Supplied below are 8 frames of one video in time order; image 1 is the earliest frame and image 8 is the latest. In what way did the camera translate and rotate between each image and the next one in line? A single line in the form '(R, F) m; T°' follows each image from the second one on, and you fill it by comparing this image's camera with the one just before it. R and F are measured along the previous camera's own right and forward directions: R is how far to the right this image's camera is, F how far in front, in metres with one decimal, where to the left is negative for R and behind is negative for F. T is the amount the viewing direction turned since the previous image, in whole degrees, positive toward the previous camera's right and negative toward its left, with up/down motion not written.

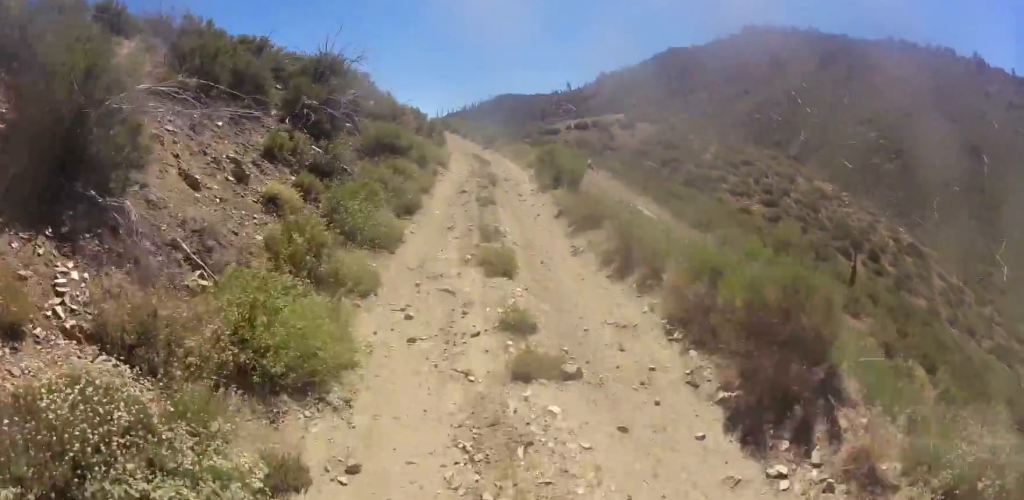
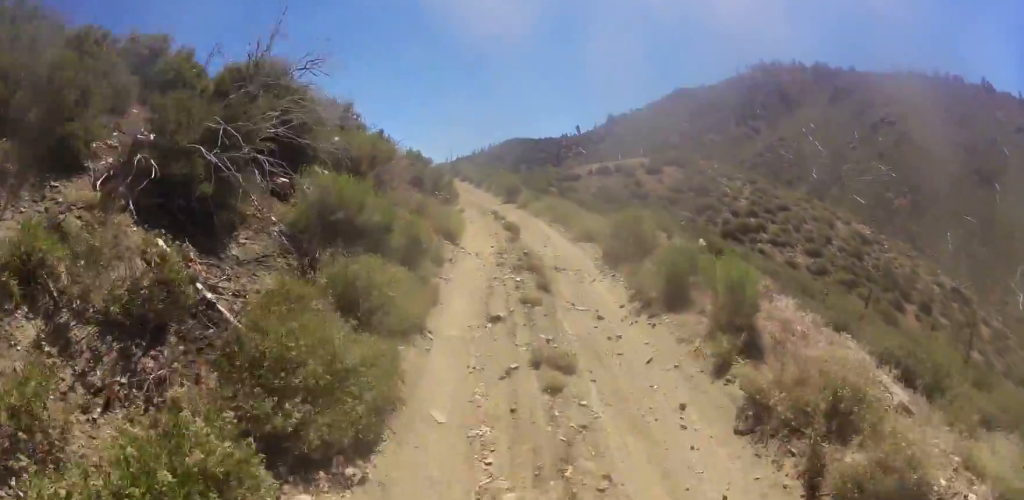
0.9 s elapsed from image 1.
(0.0, +6.8) m; 0°
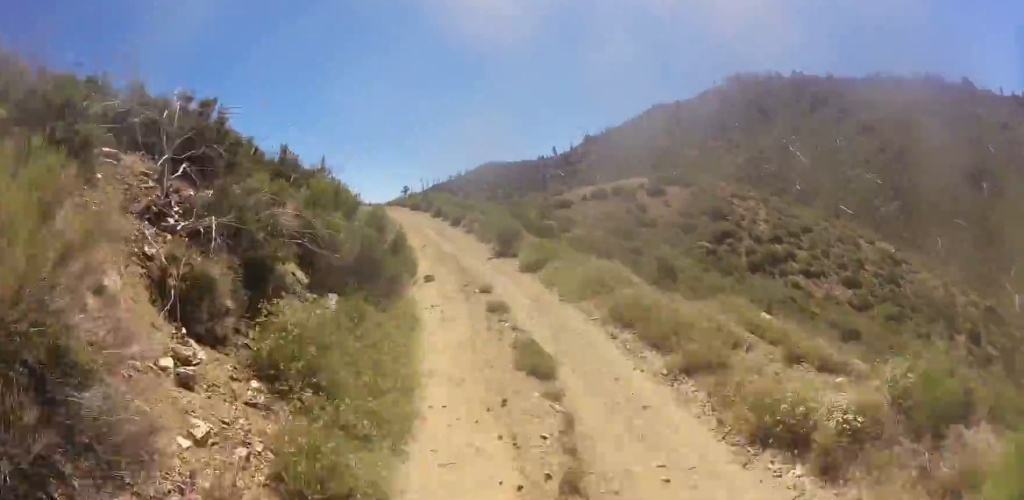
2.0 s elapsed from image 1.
(0.0, +8.9) m; 0°
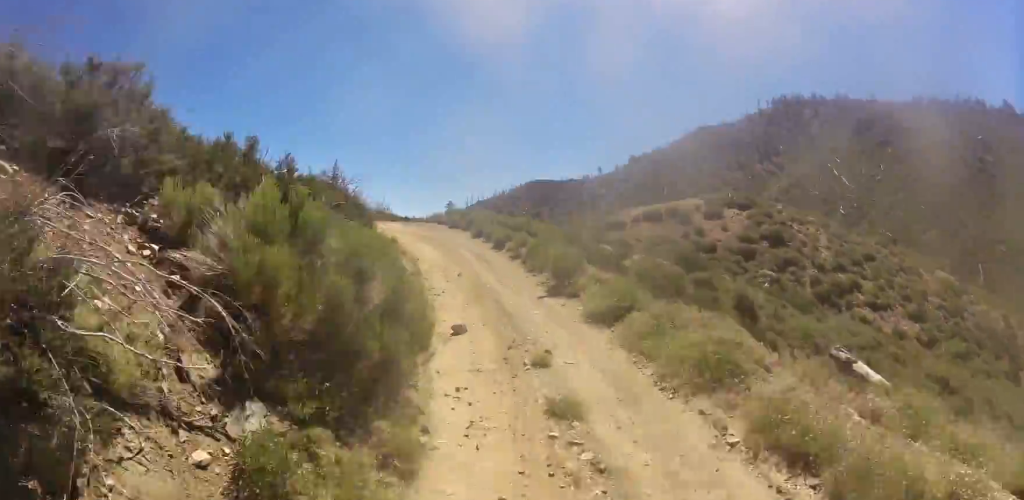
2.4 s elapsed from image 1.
(0.0, +3.8) m; 0°
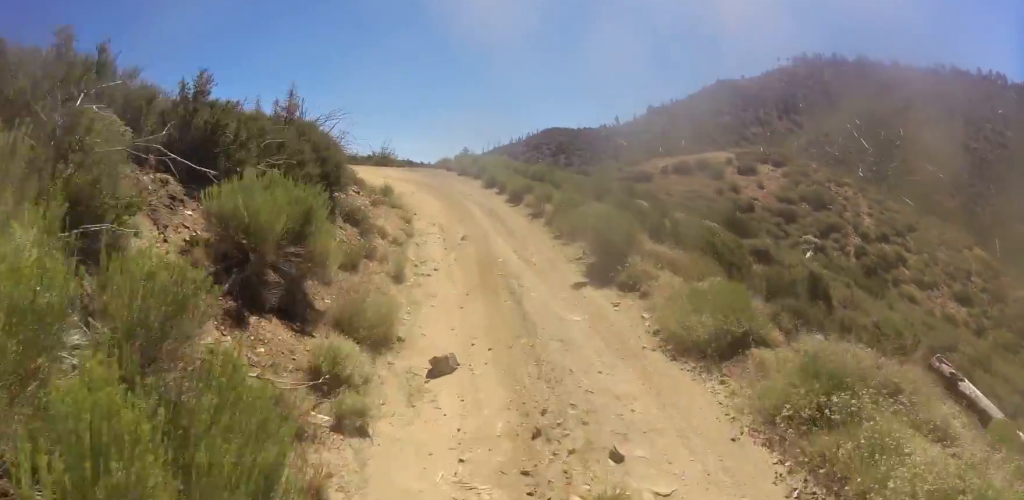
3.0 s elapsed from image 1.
(0.0, +4.5) m; -4°
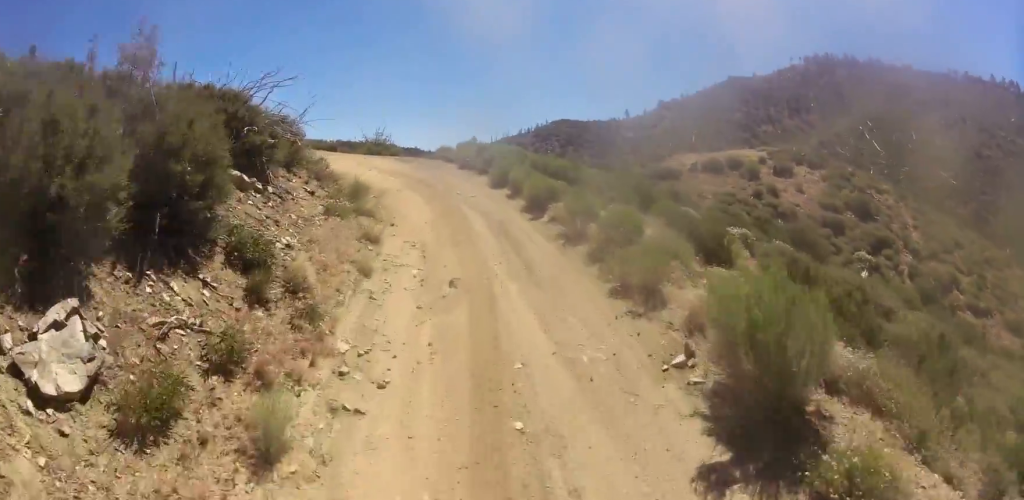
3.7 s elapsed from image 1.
(0.0, +5.7) m; -6°
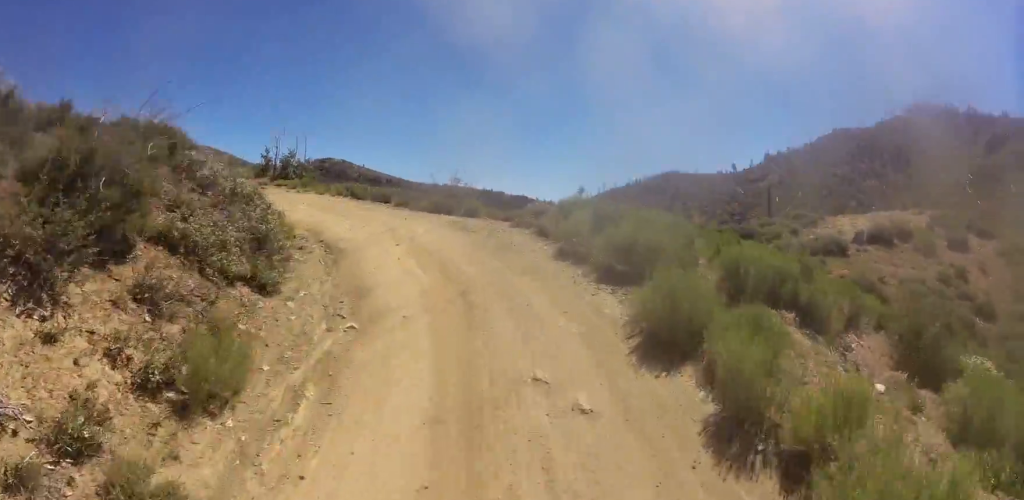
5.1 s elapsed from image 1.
(-0.9, +10.5) m; -10°
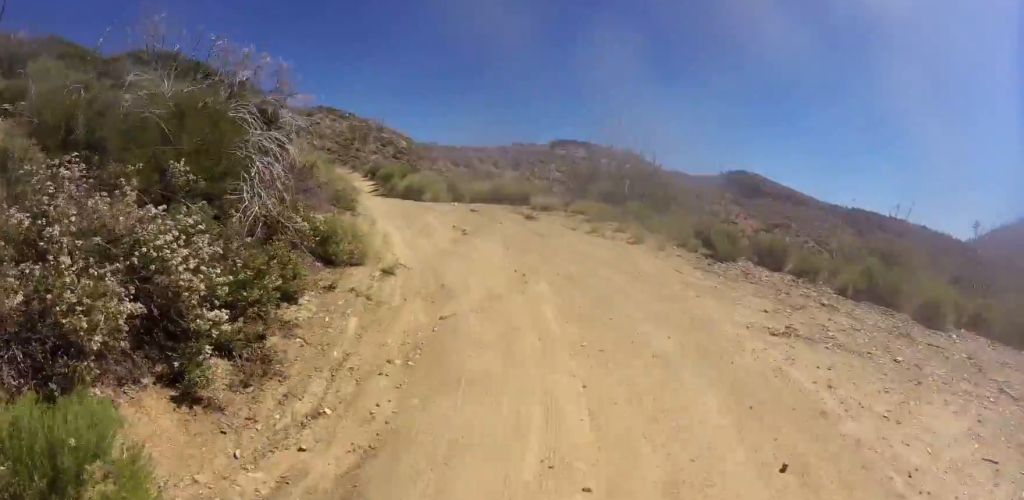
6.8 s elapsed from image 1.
(-3.1, +12.1) m; -29°
